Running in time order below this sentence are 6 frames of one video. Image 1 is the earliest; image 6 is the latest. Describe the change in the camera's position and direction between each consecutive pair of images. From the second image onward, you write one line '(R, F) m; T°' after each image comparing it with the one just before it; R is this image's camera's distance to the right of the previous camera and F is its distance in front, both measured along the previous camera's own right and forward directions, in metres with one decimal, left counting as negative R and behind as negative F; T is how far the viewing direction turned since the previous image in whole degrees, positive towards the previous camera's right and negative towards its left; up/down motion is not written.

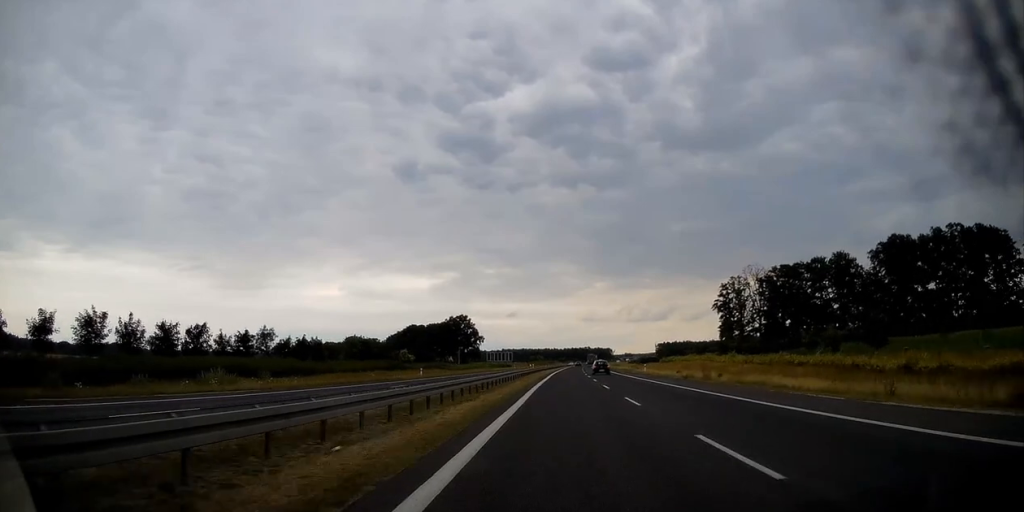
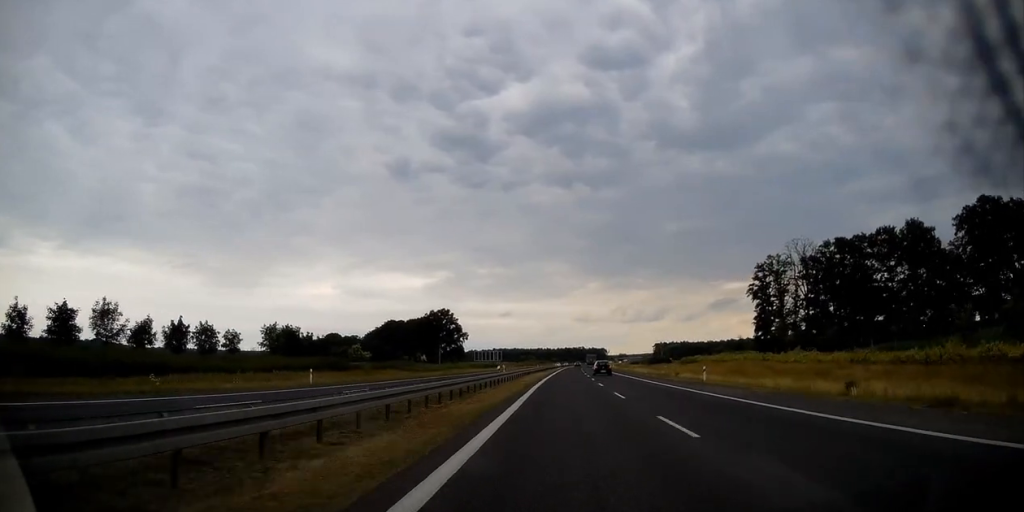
(+0.3, +32.0) m; +1°
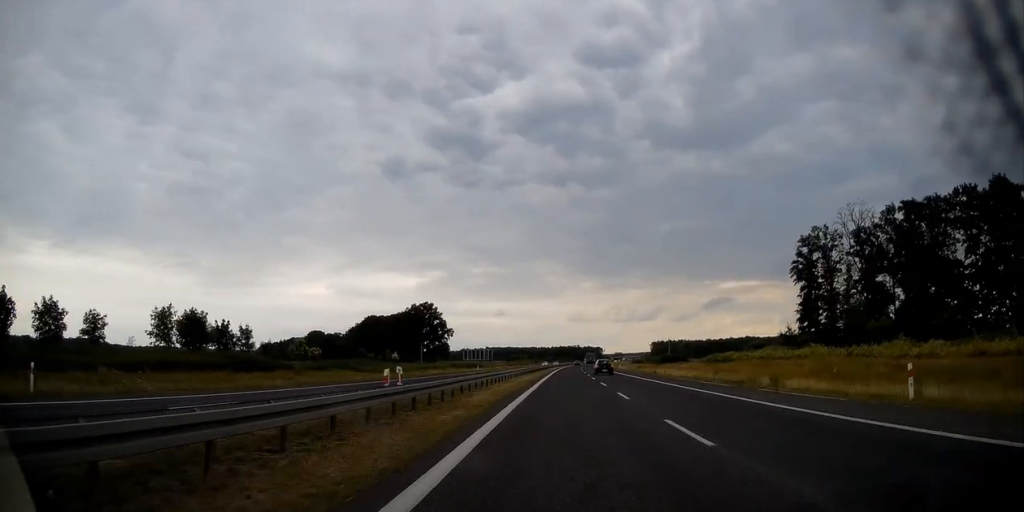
(+0.1, +25.2) m; 0°
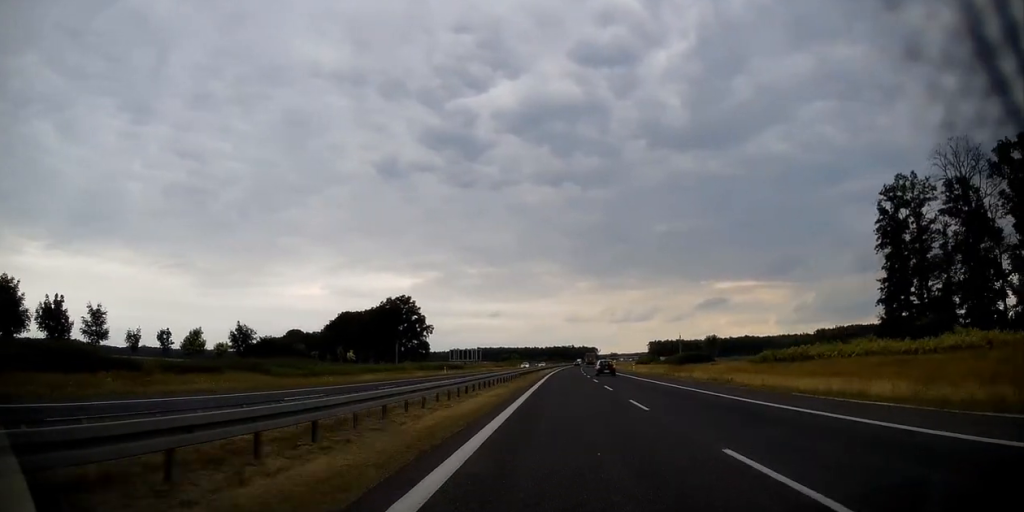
(0.0, +28.7) m; 0°
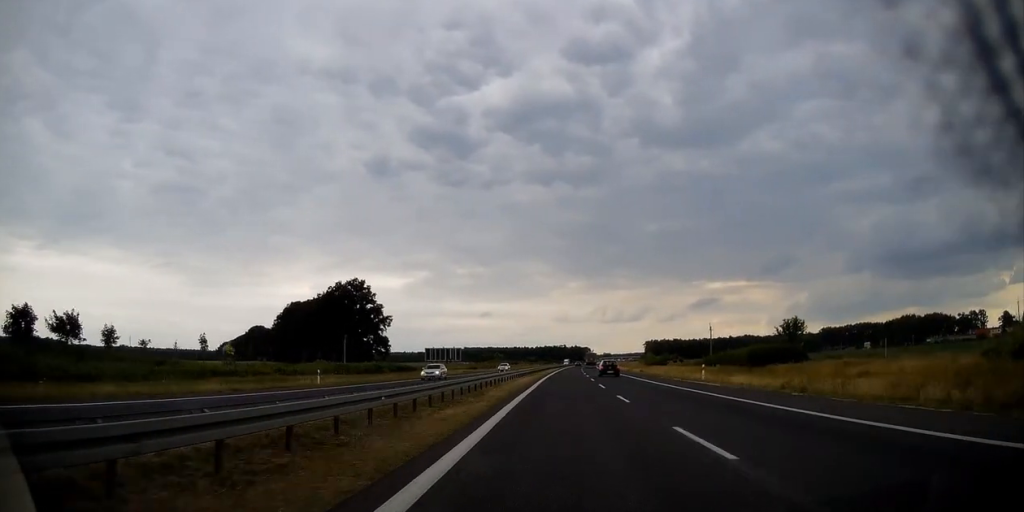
(+0.1, +44.9) m; +1°
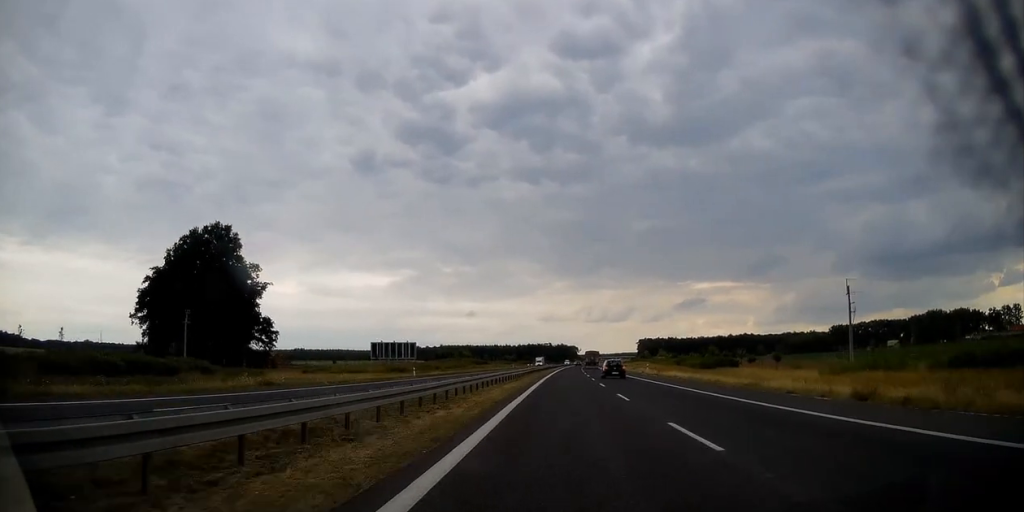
(+1.1, +71.4) m; +2°
